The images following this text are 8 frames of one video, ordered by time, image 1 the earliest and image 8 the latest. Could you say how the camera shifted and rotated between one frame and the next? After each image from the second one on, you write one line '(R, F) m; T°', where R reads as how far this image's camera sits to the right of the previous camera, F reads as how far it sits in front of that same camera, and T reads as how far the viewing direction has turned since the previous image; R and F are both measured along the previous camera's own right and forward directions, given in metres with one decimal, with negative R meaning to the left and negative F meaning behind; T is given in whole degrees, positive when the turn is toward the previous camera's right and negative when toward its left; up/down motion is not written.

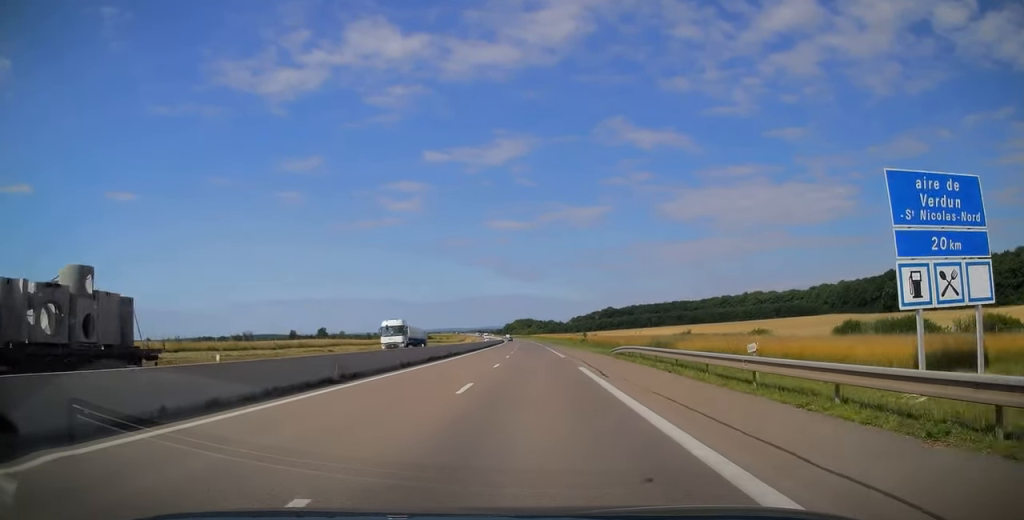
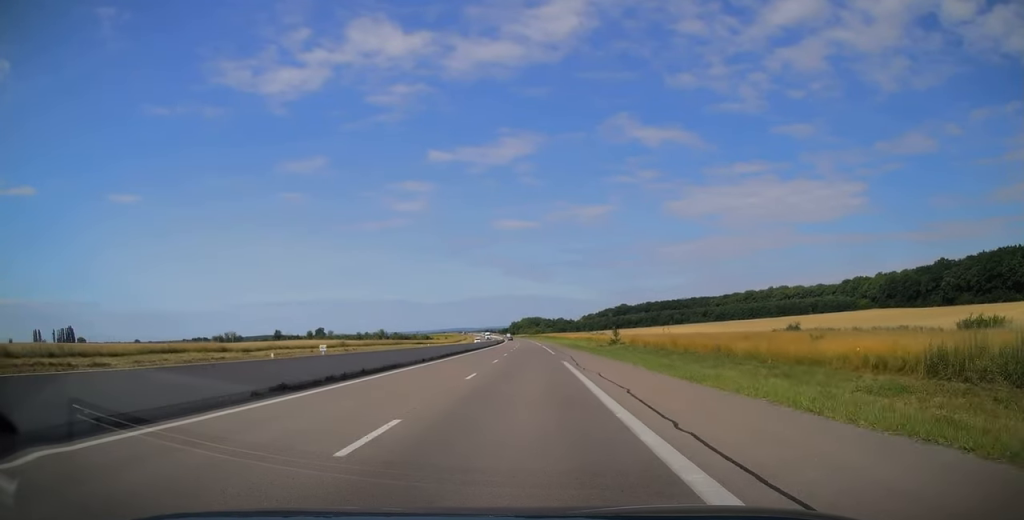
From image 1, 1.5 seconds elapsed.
(0.0, +45.2) m; -1°
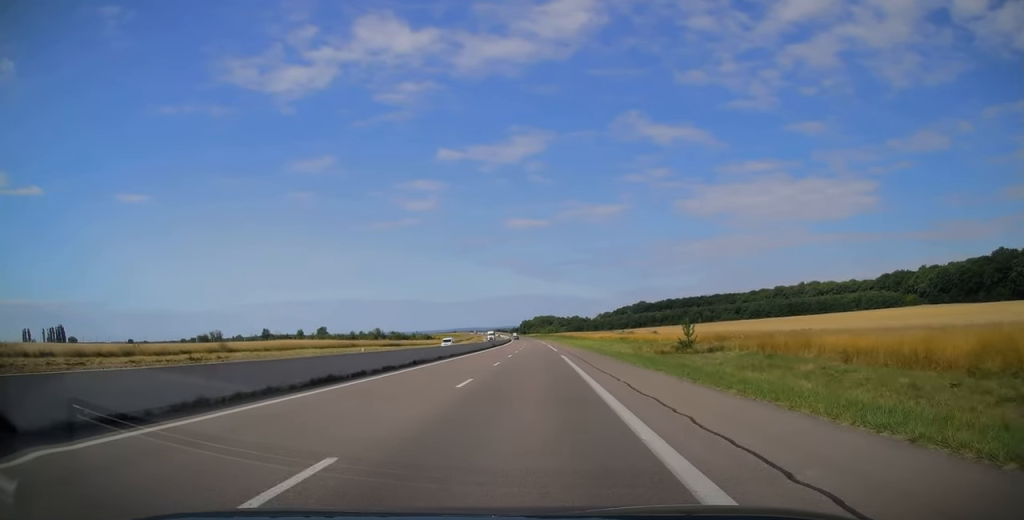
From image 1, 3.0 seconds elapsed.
(-0.4, +40.2) m; -1°
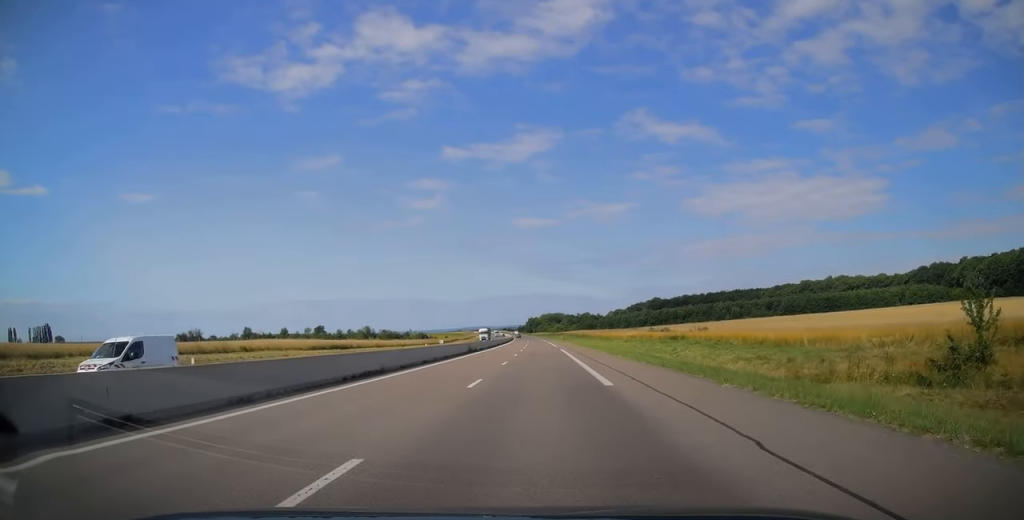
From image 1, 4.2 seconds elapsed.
(-0.2, +36.7) m; -1°
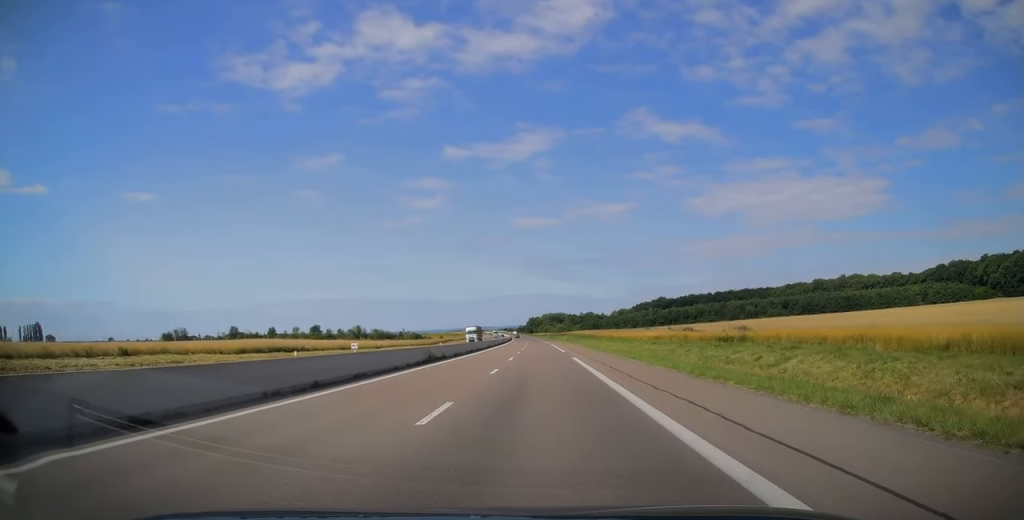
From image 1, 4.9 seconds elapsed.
(-0.1, +18.2) m; 0°
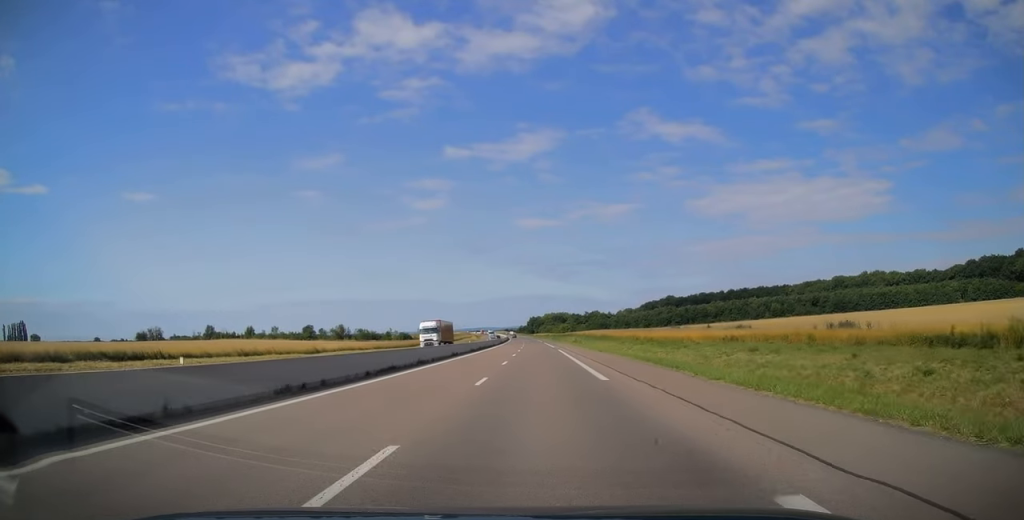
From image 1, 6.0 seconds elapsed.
(0.0, +26.8) m; 0°
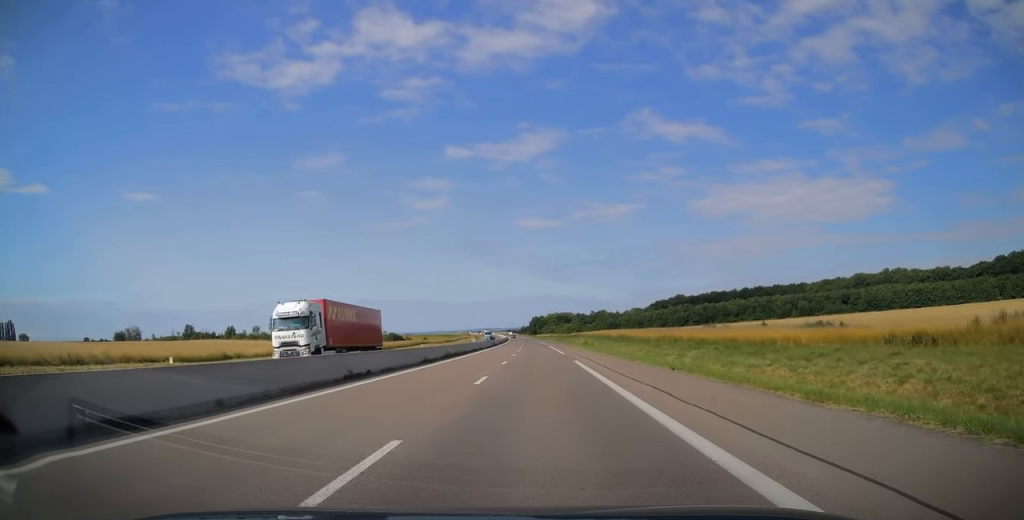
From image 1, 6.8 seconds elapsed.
(0.0, +20.8) m; 0°
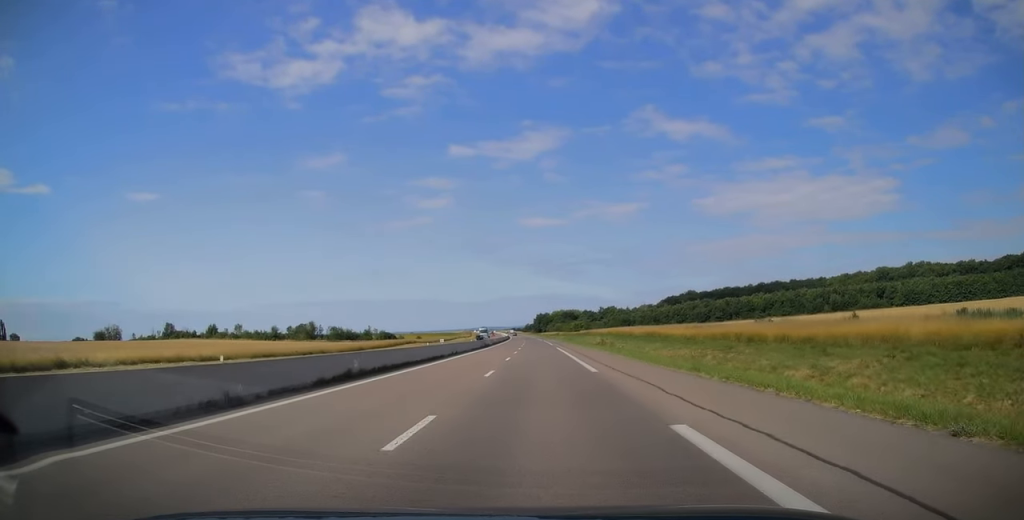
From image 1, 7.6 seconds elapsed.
(0.0, +19.2) m; 0°
